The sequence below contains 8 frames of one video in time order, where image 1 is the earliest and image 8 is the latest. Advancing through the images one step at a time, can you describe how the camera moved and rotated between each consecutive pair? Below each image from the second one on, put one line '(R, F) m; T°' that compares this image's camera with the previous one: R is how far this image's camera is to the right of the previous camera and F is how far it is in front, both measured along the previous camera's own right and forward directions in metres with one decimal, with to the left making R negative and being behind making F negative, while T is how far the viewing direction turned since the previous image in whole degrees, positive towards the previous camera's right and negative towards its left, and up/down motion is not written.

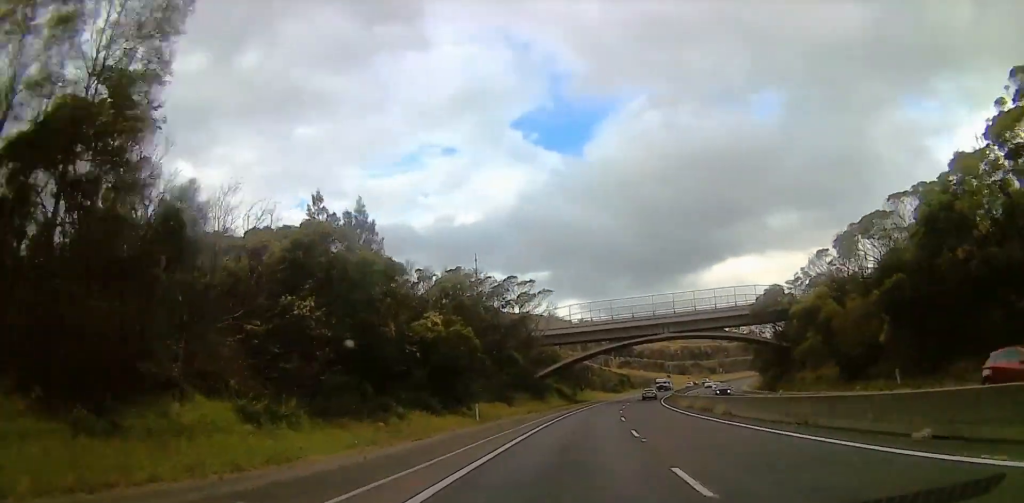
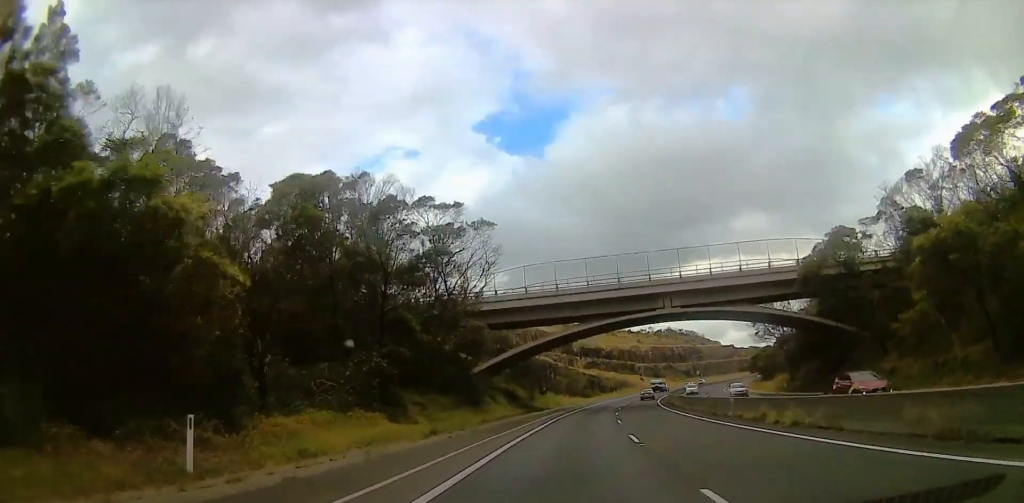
(0.0, +25.9) m; 0°
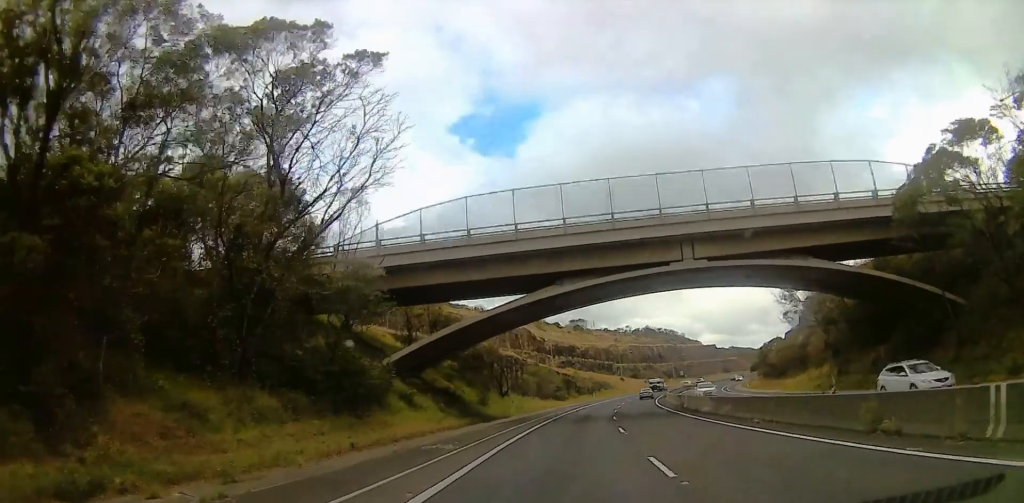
(0.0, +19.0) m; 0°
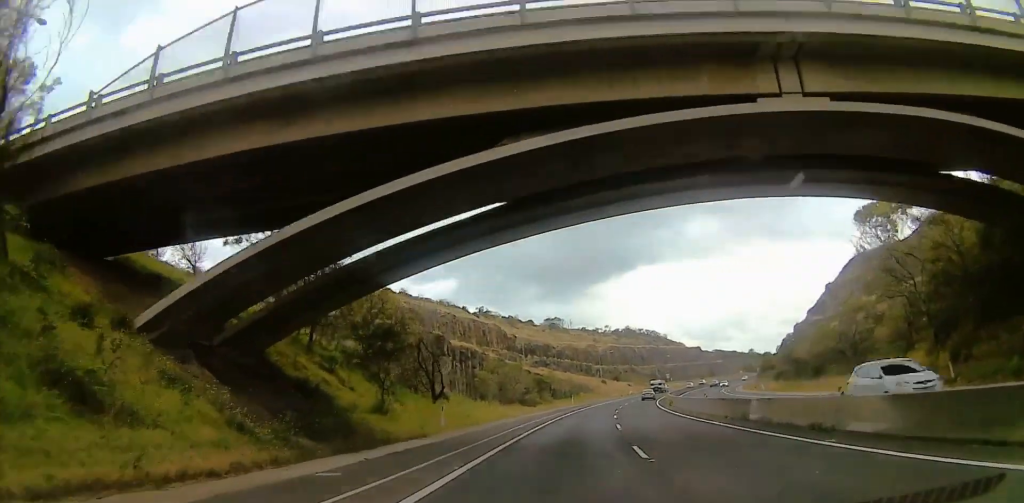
(0.0, +20.0) m; 0°
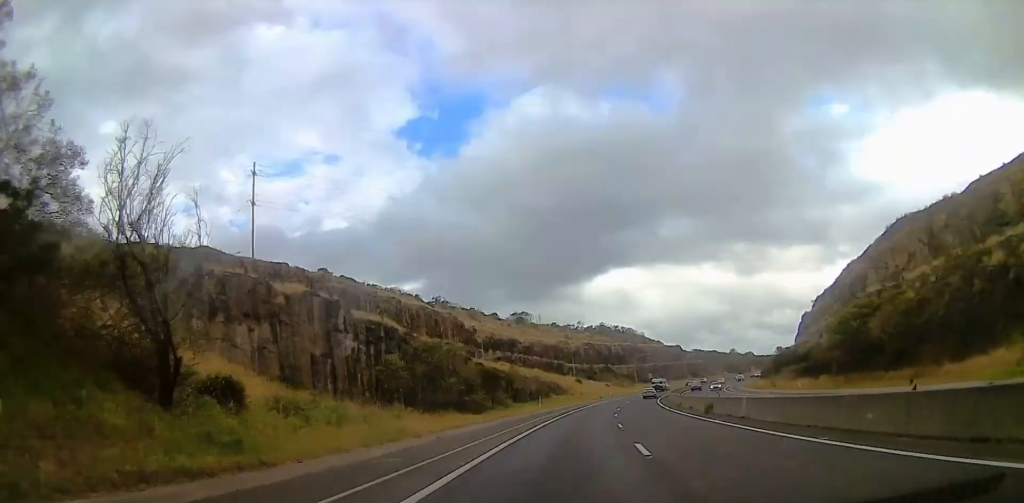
(0.0, +23.0) m; 0°
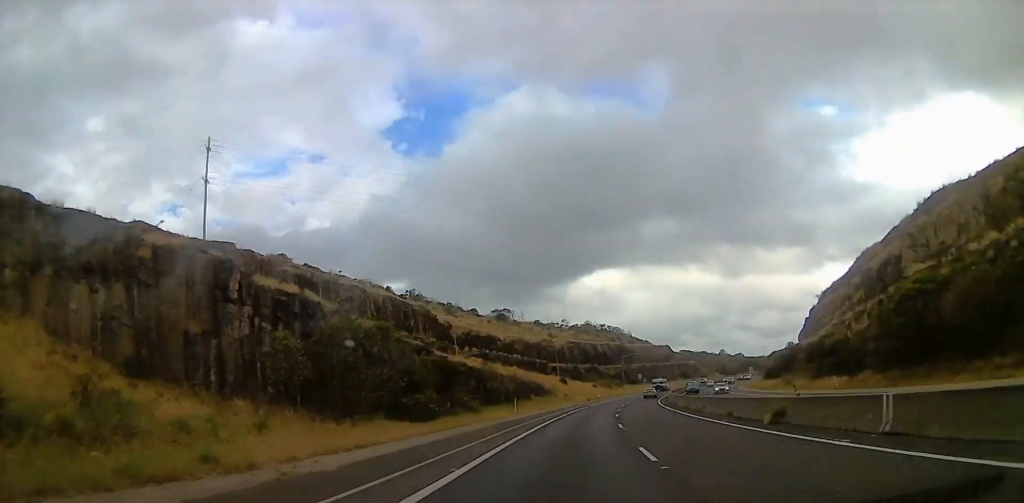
(0.0, +13.0) m; 0°
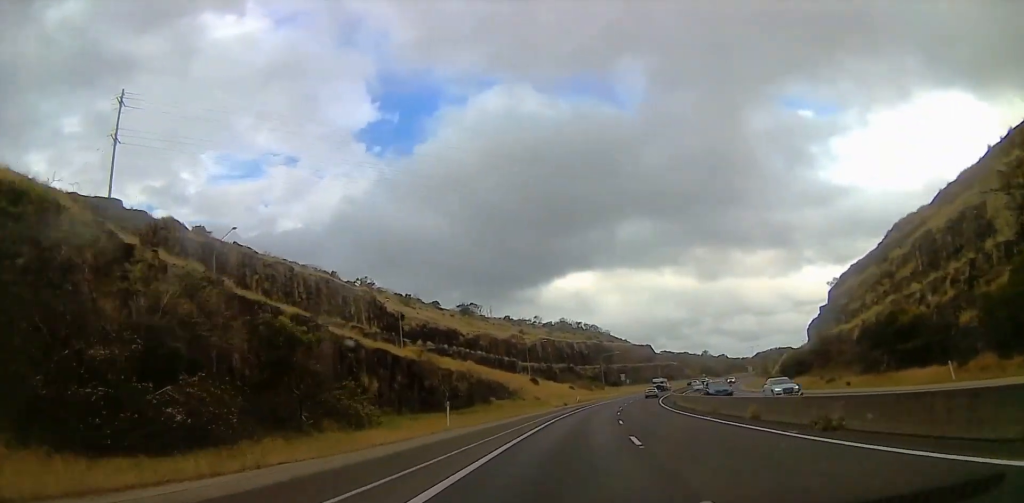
(0.0, +18.9) m; 0°
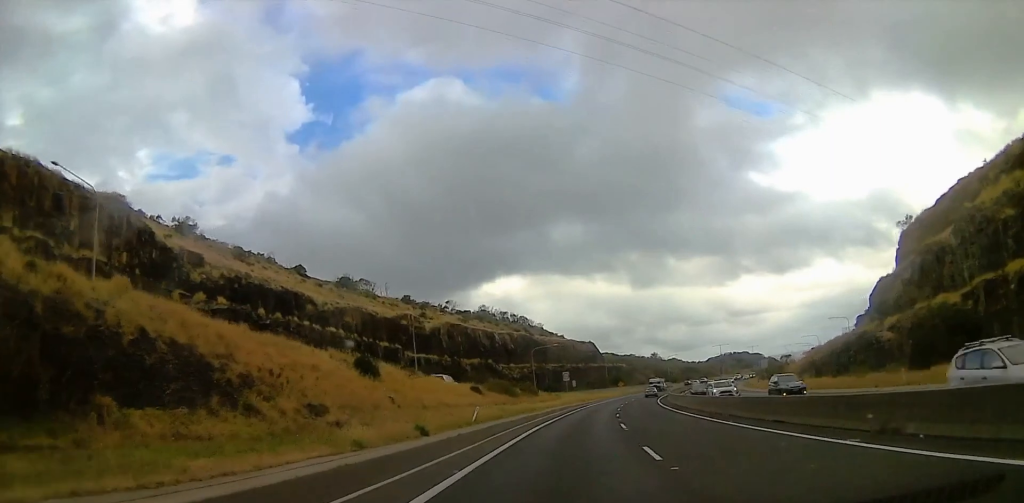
(0.0, +50.8) m; +4°
